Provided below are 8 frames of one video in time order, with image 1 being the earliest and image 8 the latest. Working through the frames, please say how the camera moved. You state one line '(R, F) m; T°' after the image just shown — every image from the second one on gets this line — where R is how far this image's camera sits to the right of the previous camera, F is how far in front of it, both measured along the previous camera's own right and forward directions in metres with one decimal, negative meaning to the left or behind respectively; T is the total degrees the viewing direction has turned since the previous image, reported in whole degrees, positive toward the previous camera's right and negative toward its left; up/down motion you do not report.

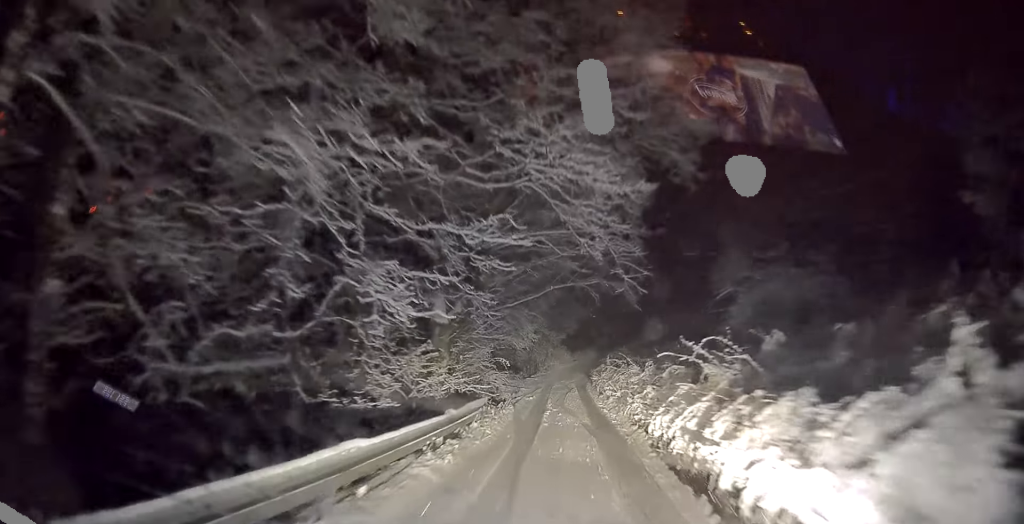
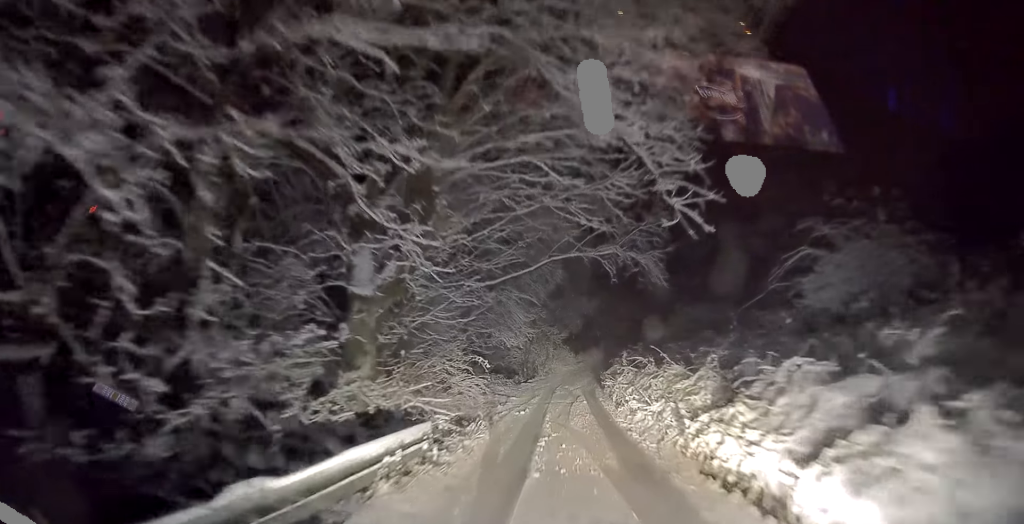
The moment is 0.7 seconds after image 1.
(-0.1, +5.5) m; -2°
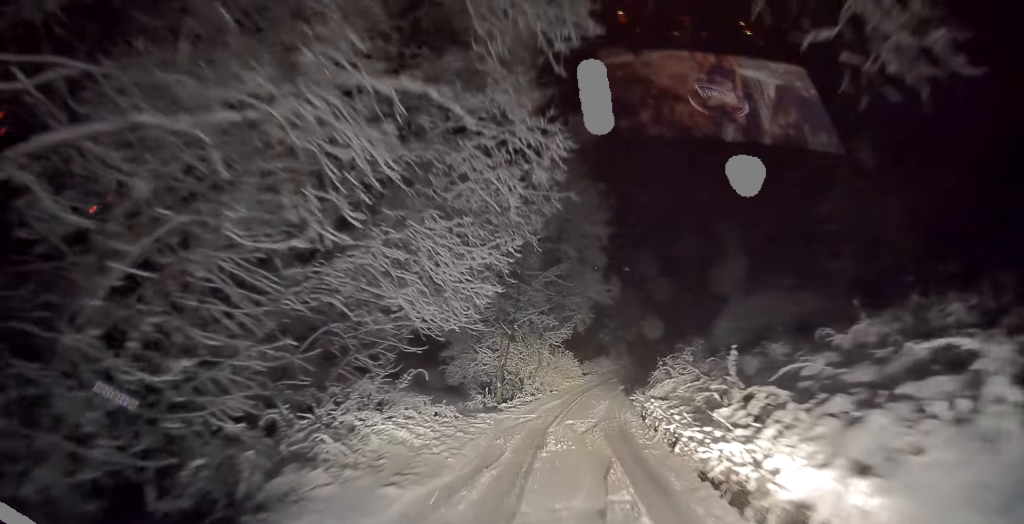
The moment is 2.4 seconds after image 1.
(-0.3, +11.9) m; -1°
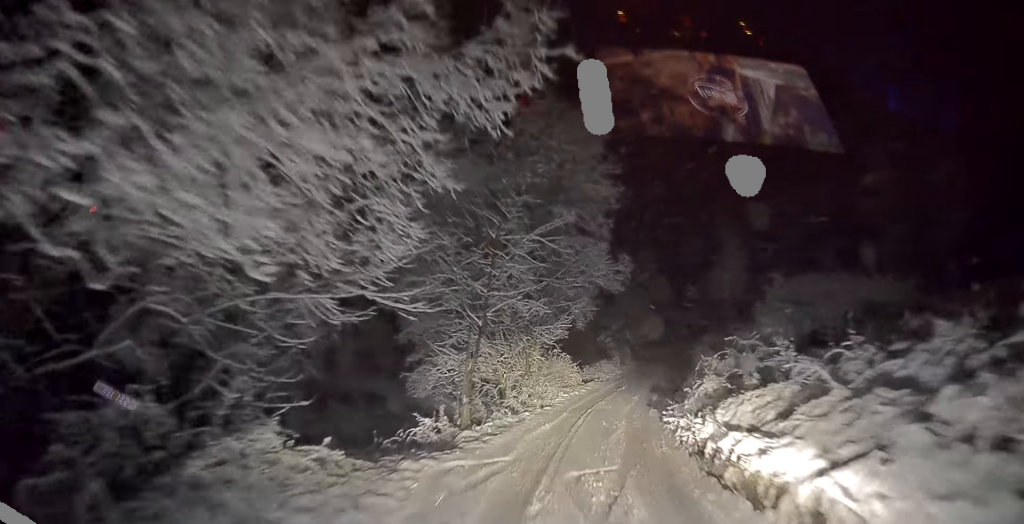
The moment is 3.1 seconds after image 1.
(0.0, +5.2) m; +1°
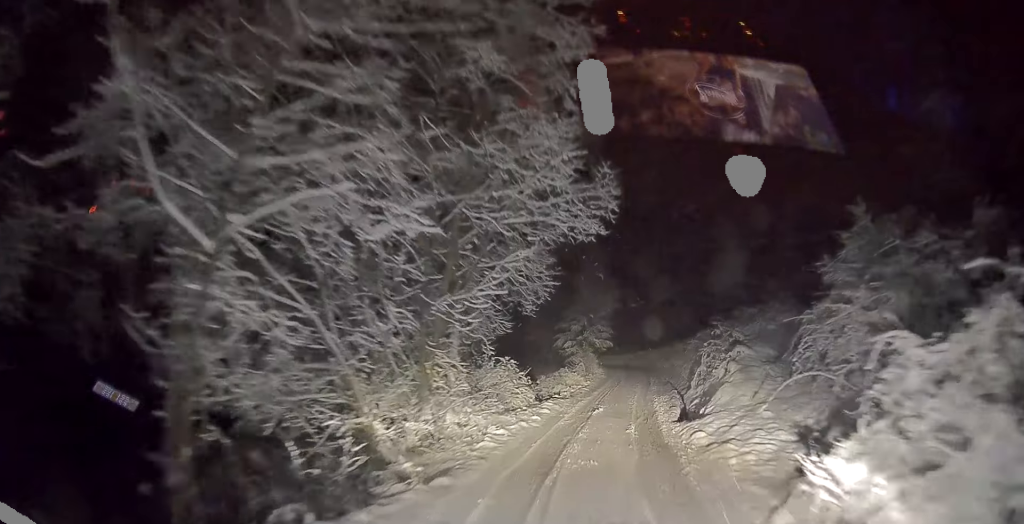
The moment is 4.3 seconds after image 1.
(+0.1, +7.9) m; +5°
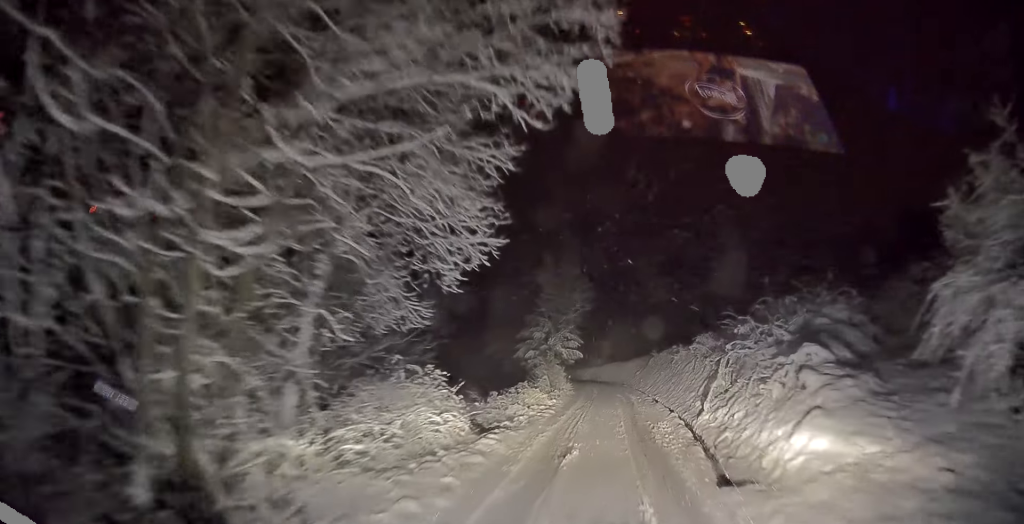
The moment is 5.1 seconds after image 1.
(+0.2, +4.9) m; +5°
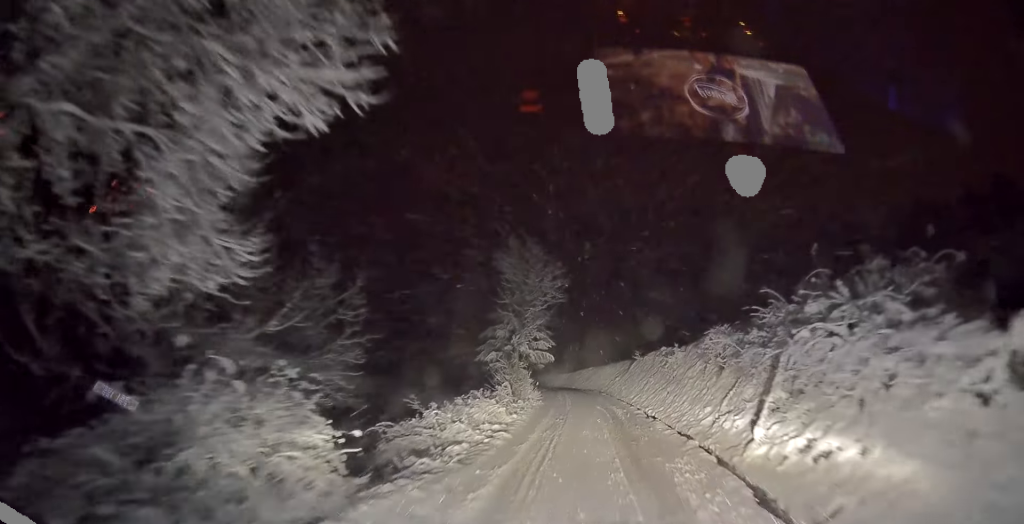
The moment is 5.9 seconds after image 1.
(+0.3, +4.3) m; +4°
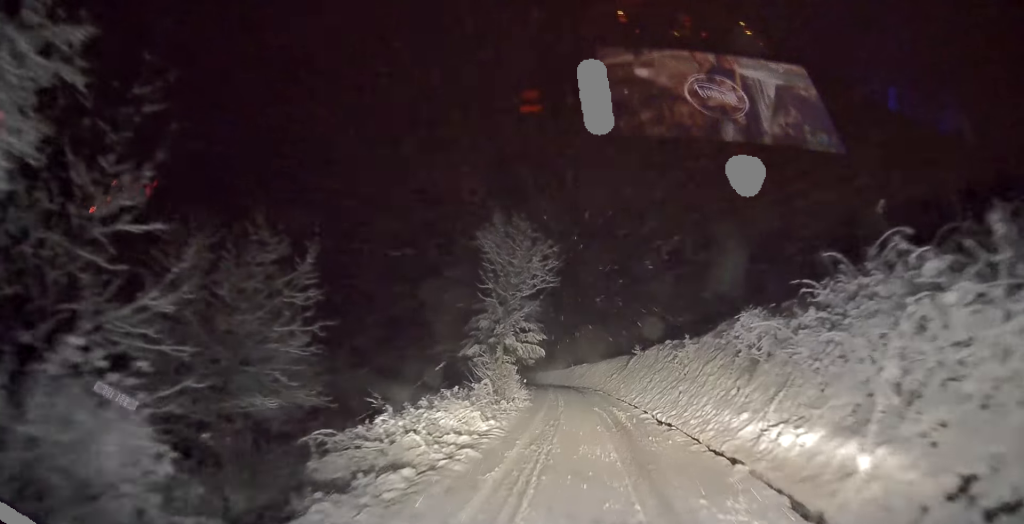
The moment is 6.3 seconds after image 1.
(0.0, +2.7) m; 0°
